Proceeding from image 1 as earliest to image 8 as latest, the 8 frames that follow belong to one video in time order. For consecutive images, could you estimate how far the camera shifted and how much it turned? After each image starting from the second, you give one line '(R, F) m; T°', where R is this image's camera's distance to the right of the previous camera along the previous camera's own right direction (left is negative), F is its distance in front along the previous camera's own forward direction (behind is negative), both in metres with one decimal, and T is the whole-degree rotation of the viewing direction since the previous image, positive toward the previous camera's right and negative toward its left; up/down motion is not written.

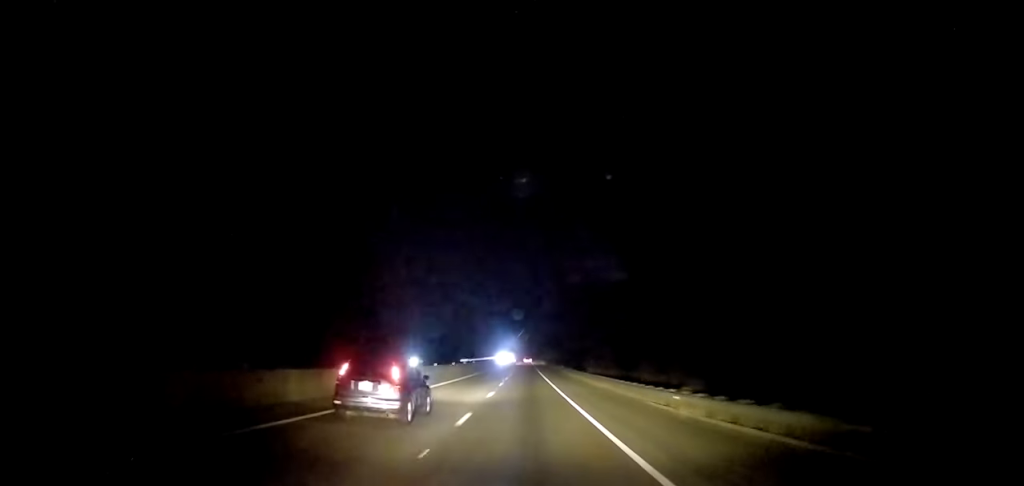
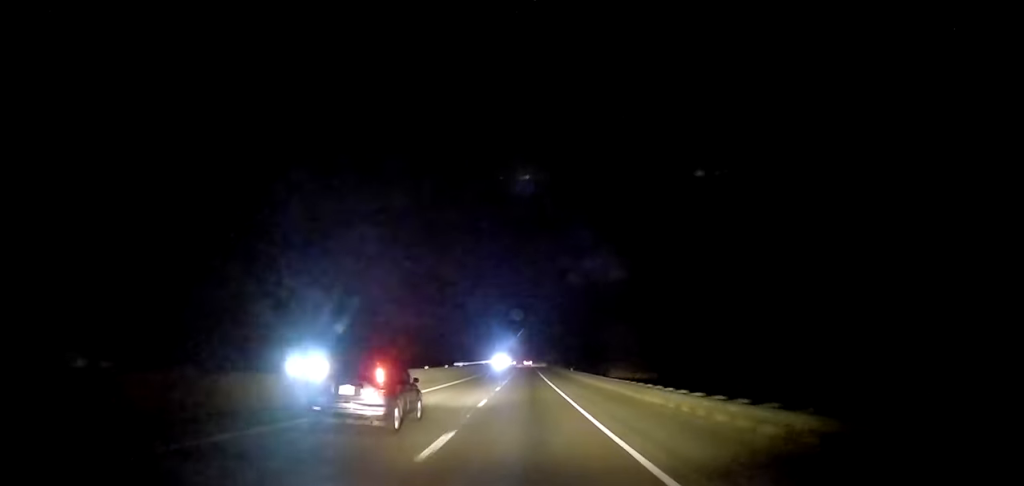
(-0.2, +16.7) m; 0°
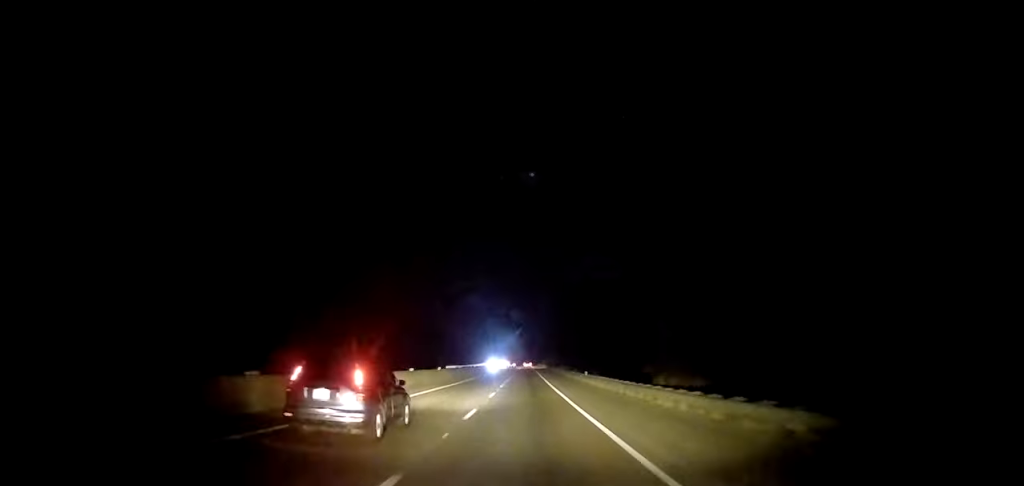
(+0.5, +17.8) m; +1°
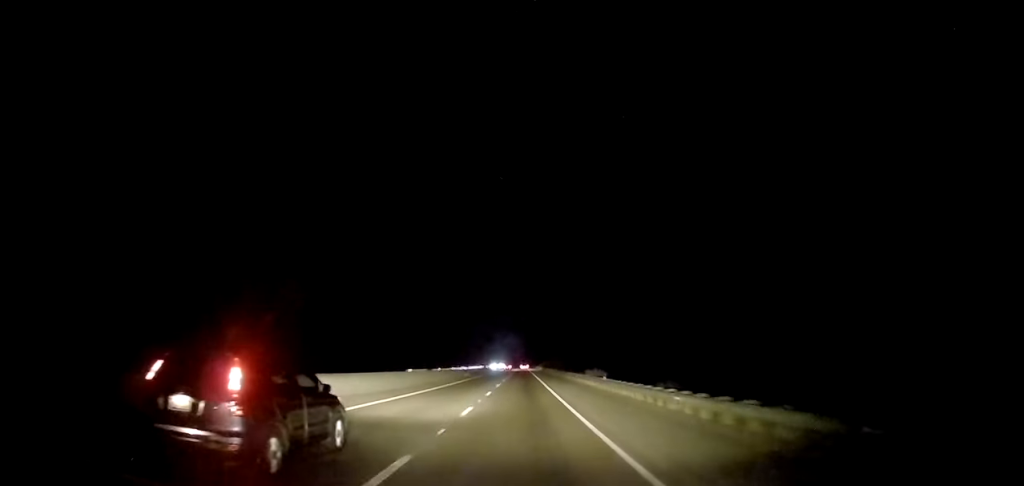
(+0.1, +46.9) m; 0°
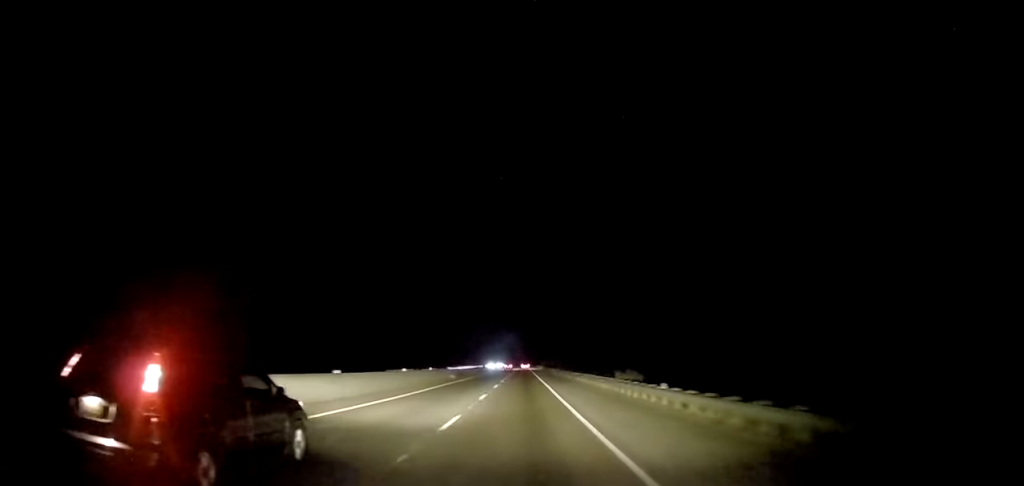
(+0.2, +16.0) m; 0°
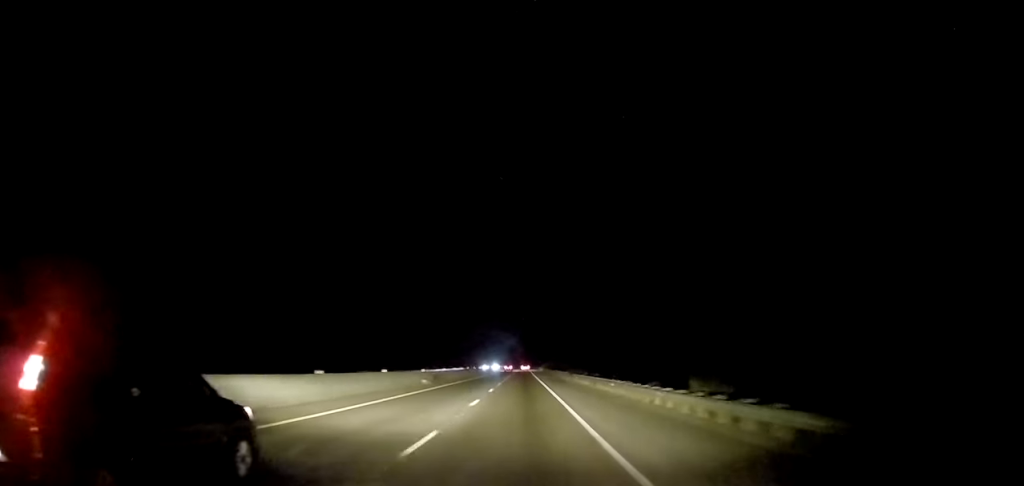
(-0.1, +16.0) m; -1°
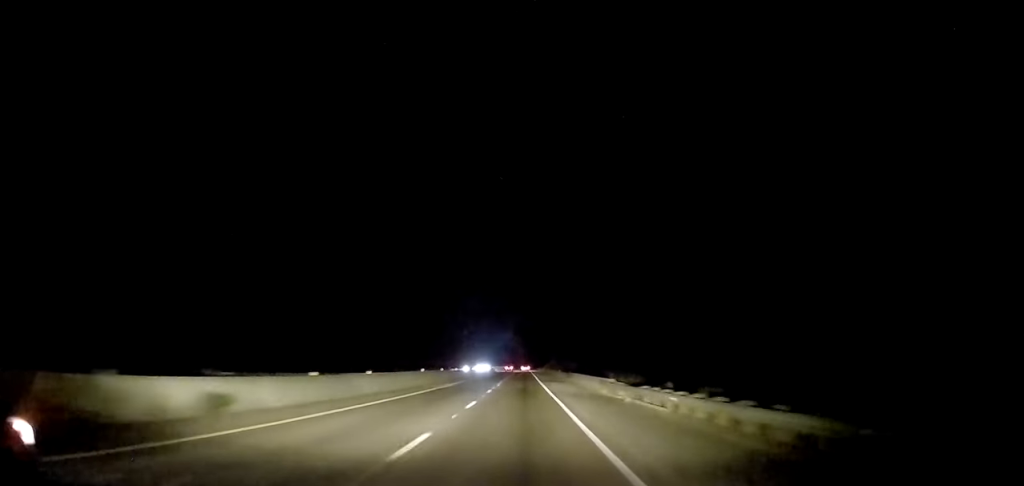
(-0.6, +36.0) m; -1°
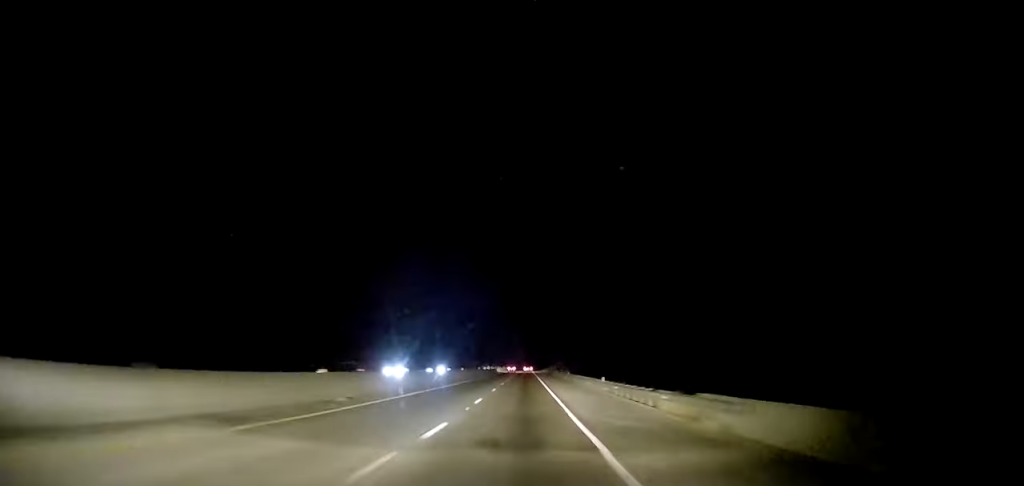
(+0.4, +45.4) m; +1°
